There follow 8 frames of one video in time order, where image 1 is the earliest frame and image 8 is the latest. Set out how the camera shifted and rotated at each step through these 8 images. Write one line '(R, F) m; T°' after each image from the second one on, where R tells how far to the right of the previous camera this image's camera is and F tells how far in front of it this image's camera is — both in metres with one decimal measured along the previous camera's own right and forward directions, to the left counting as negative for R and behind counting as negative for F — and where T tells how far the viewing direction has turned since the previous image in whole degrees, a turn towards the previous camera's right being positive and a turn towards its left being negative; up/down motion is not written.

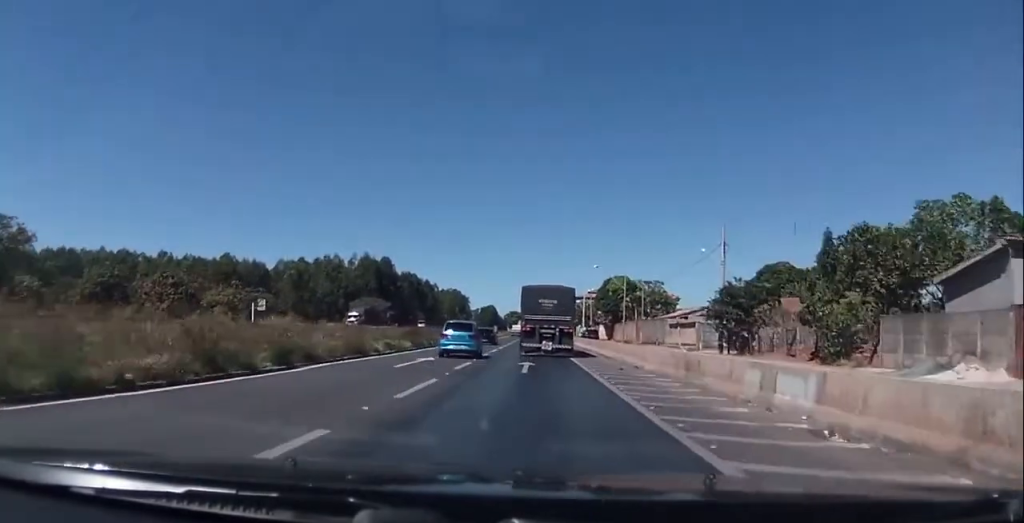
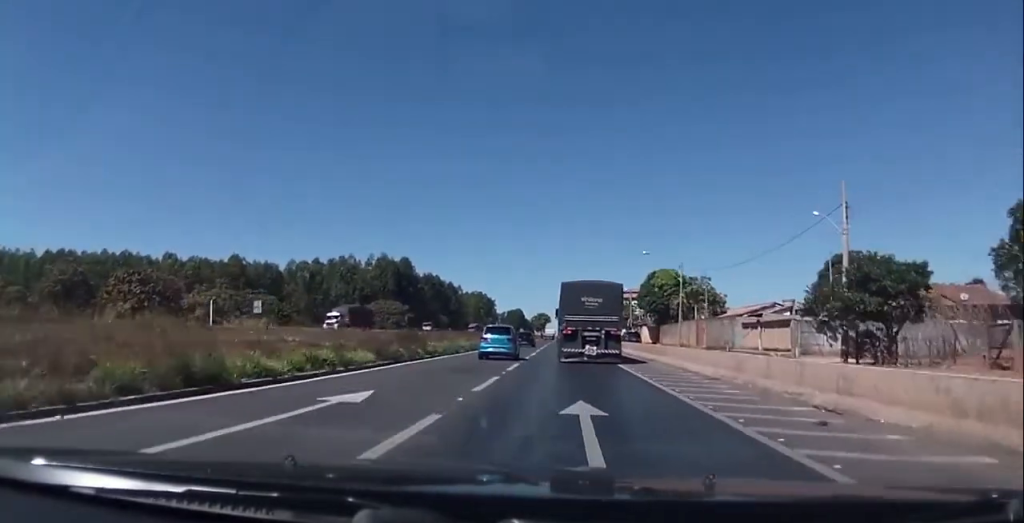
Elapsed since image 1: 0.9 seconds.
(0.0, +15.9) m; -1°
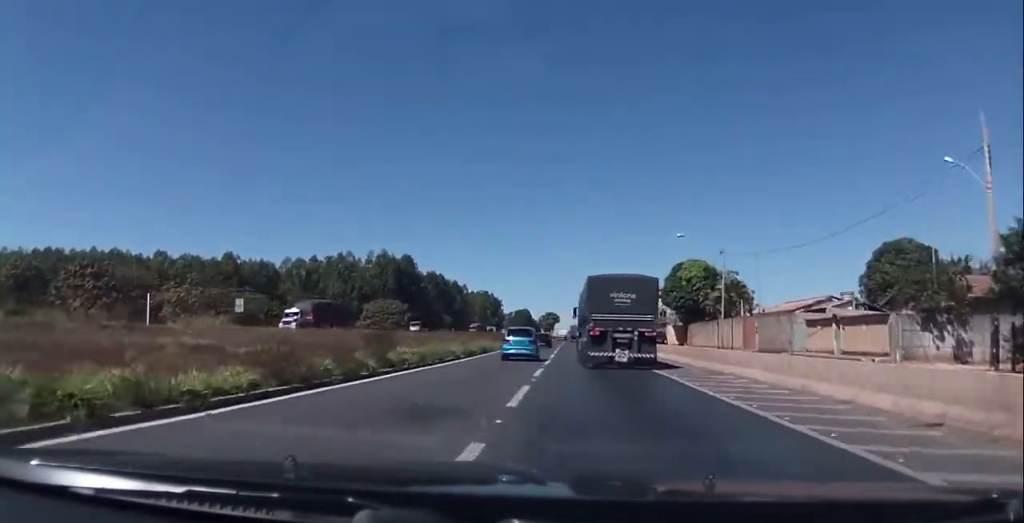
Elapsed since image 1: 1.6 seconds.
(0.0, +12.1) m; -1°
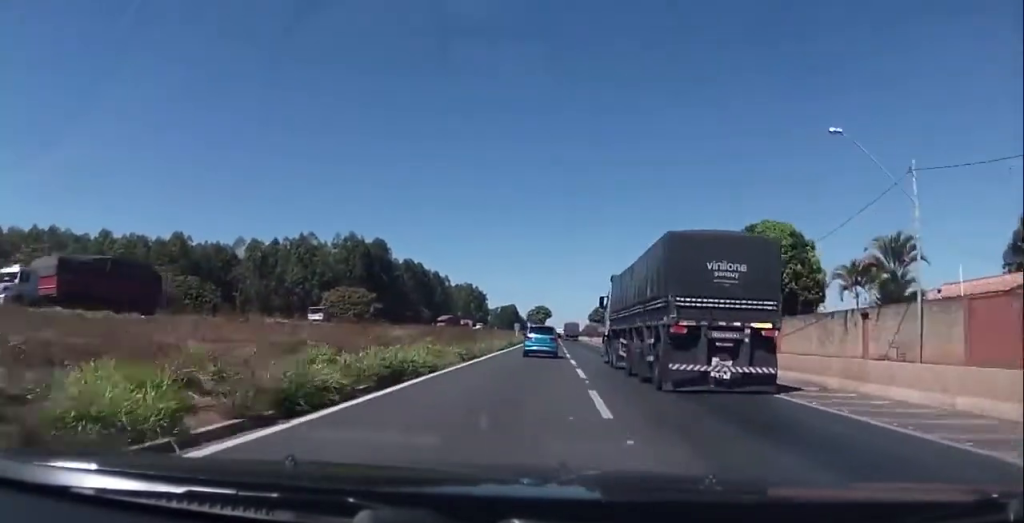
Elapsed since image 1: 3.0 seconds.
(-0.4, +30.6) m; 0°
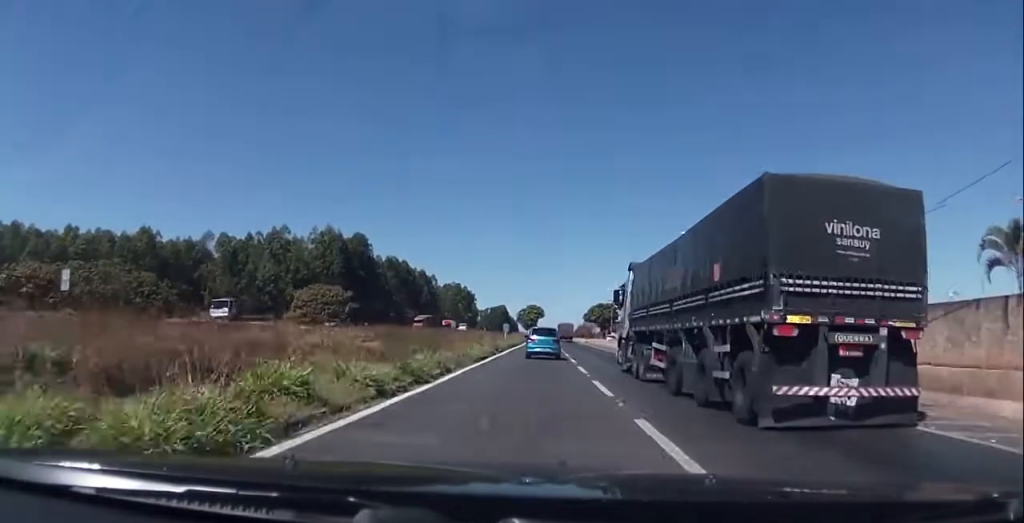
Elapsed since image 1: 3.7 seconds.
(+0.1, +14.1) m; +1°
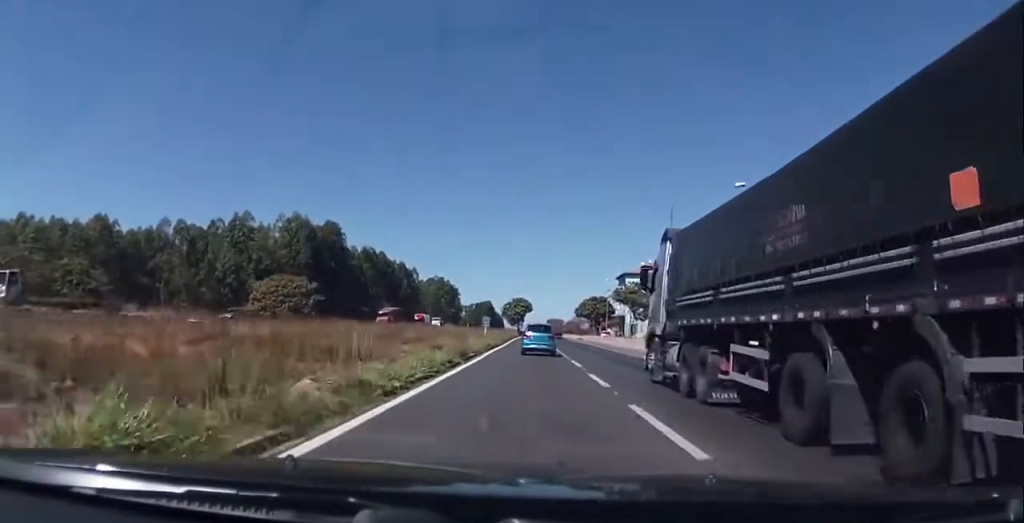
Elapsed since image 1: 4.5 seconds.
(+0.1, +16.4) m; 0°
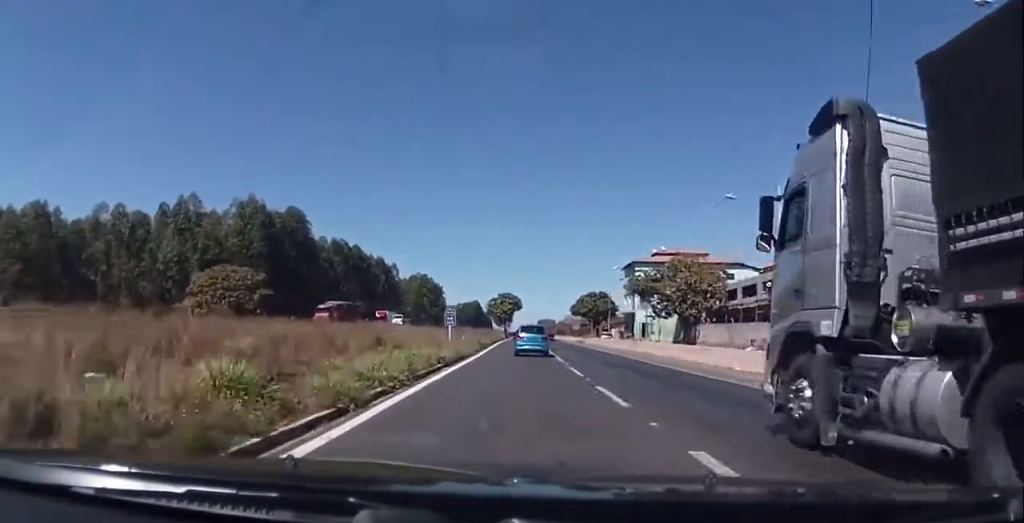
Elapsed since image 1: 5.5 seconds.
(0.0, +21.6) m; 0°
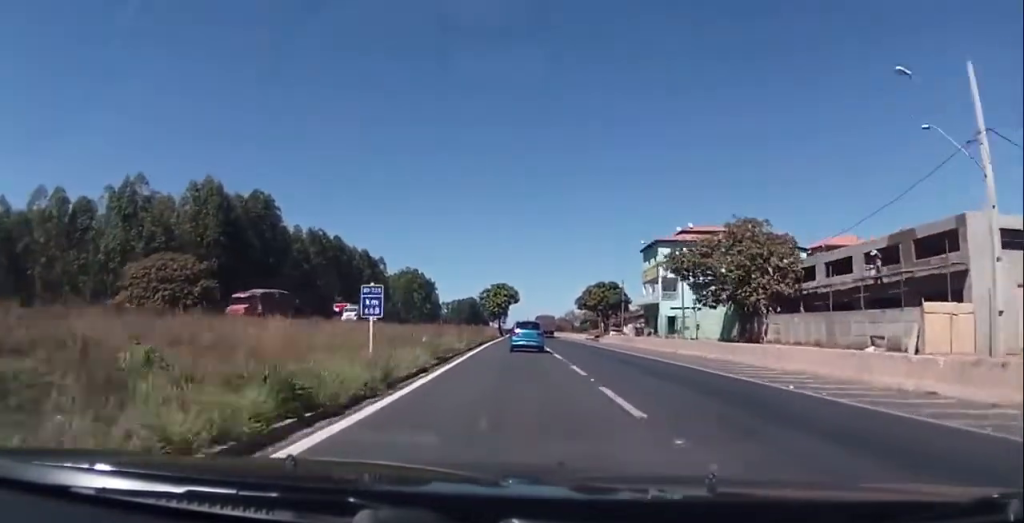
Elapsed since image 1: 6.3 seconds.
(-0.1, +19.1) m; +1°
